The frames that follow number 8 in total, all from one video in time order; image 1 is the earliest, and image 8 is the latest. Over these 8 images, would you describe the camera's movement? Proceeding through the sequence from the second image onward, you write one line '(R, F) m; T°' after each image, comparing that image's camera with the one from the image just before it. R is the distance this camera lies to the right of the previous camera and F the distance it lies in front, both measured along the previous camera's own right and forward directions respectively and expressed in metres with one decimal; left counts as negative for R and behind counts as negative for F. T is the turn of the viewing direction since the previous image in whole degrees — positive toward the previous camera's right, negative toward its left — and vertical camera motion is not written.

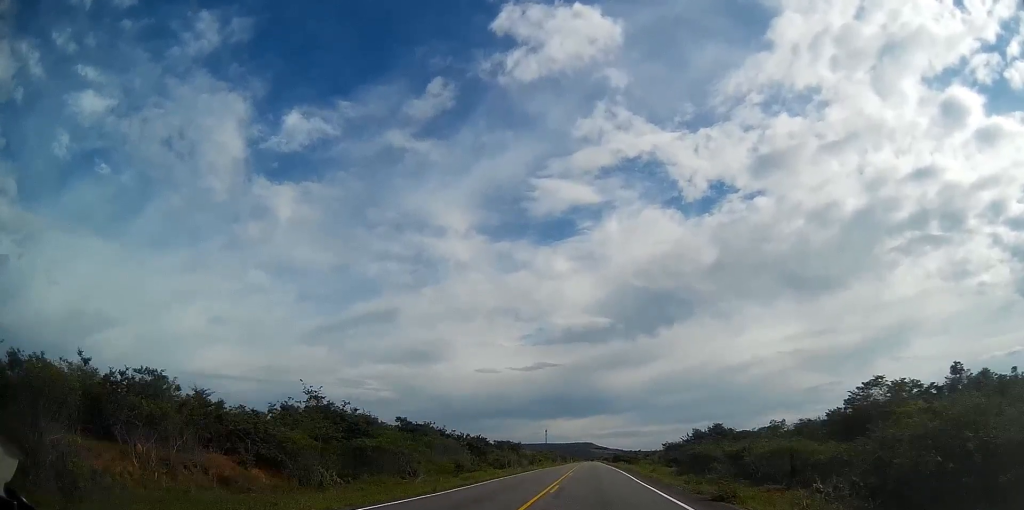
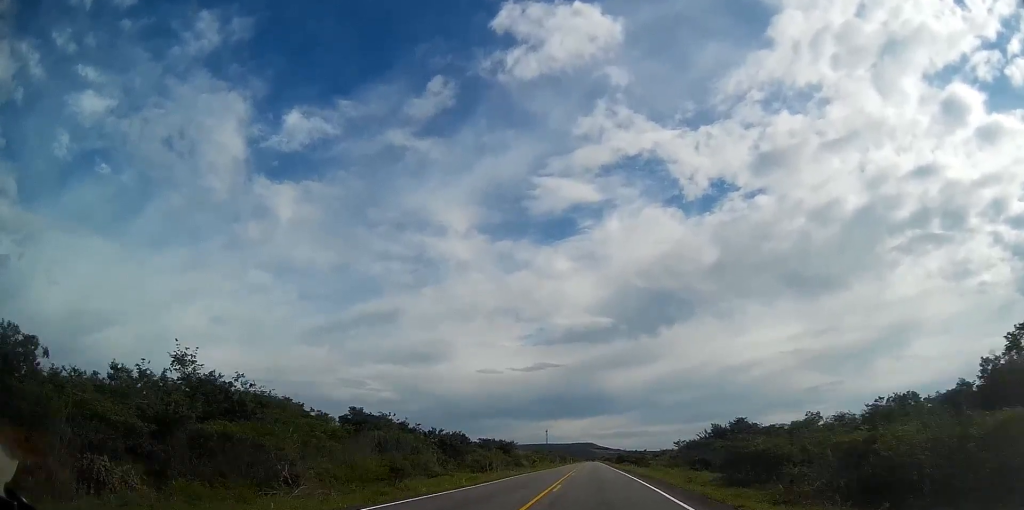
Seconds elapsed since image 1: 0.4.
(0.0, +15.3) m; 0°
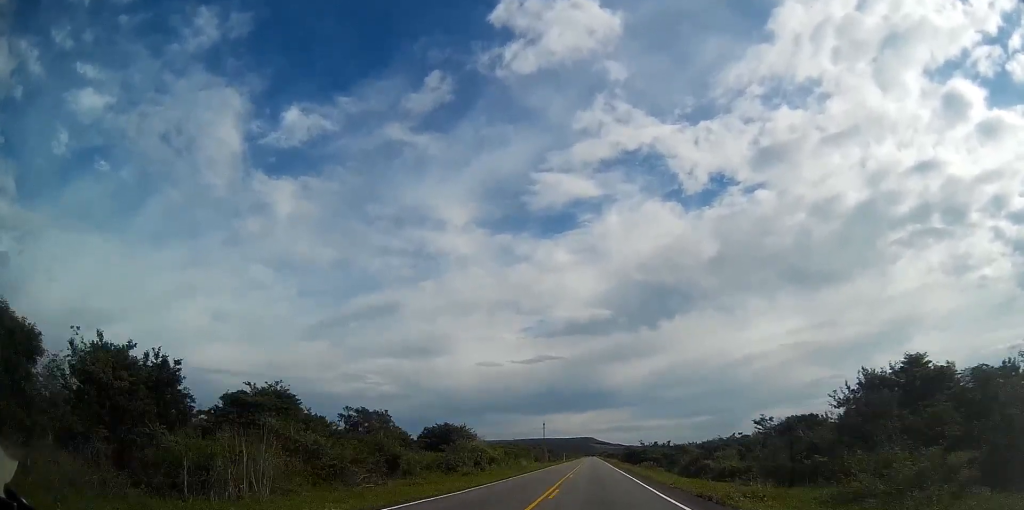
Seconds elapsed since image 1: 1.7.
(0.0, +49.0) m; 0°
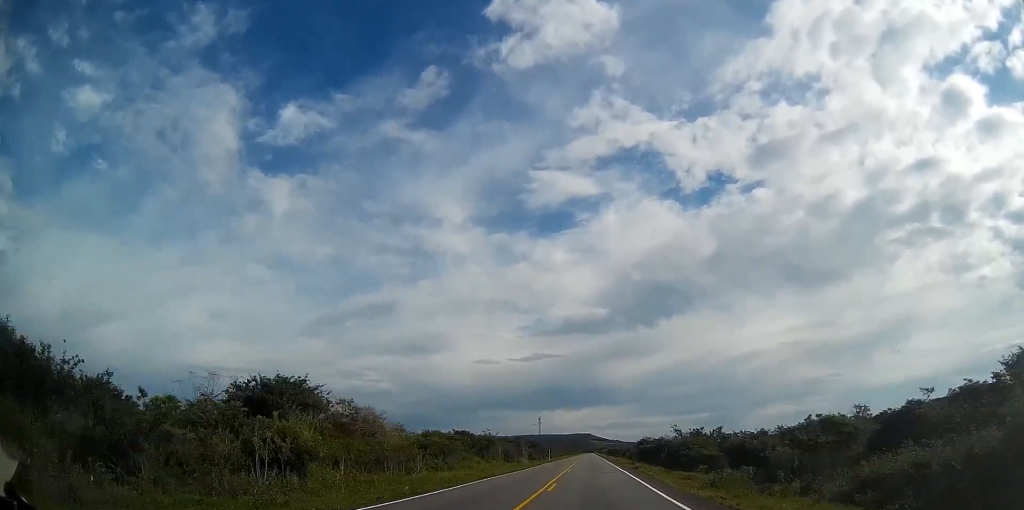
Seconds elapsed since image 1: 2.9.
(0.0, +46.0) m; 0°
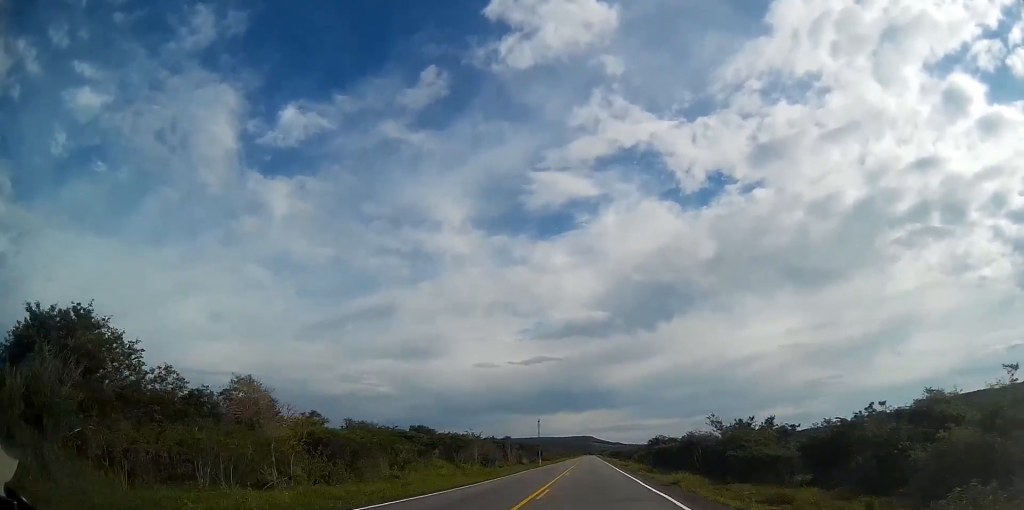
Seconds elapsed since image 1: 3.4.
(0.0, +20.0) m; 0°
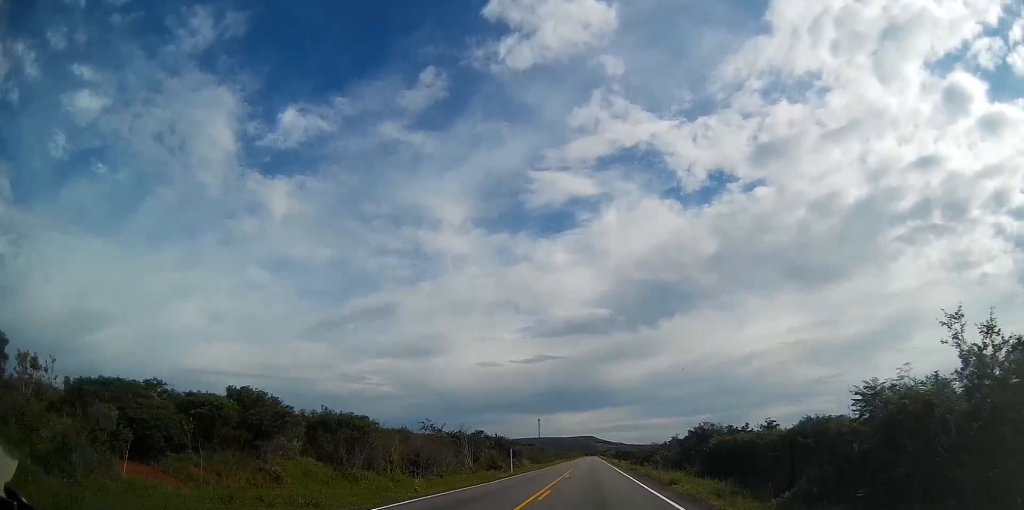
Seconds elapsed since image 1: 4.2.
(0.0, +30.8) m; 0°
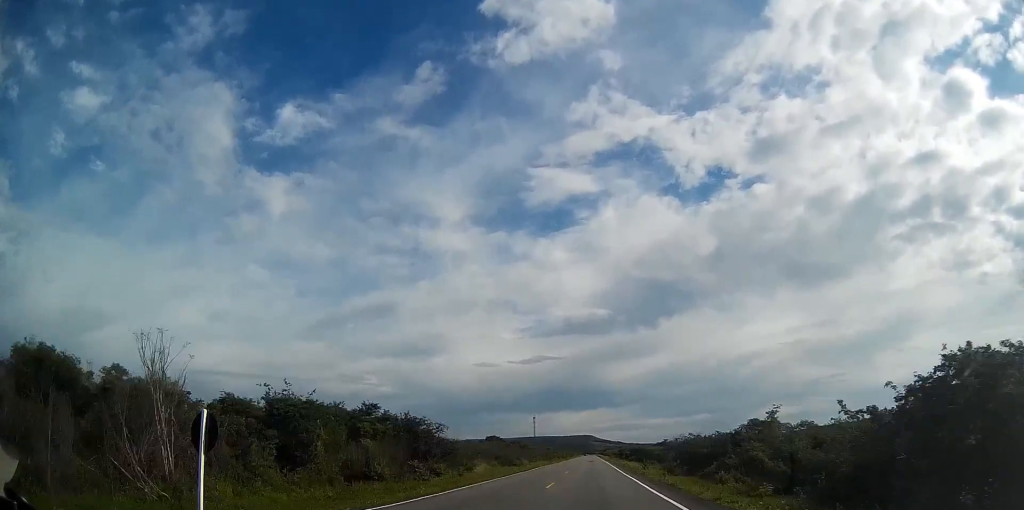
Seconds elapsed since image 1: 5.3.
(0.0, +41.7) m; 0°
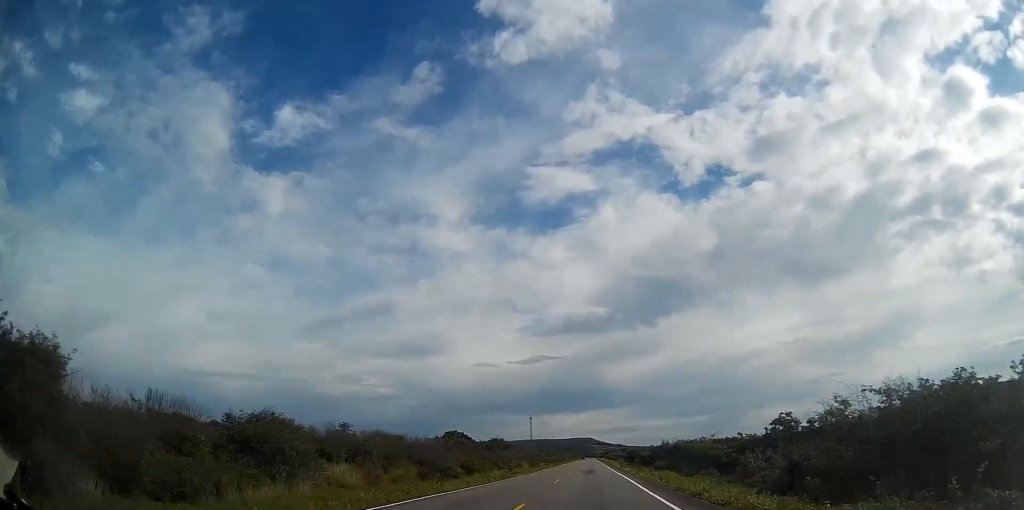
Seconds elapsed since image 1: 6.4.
(+0.1, +42.0) m; +1°
